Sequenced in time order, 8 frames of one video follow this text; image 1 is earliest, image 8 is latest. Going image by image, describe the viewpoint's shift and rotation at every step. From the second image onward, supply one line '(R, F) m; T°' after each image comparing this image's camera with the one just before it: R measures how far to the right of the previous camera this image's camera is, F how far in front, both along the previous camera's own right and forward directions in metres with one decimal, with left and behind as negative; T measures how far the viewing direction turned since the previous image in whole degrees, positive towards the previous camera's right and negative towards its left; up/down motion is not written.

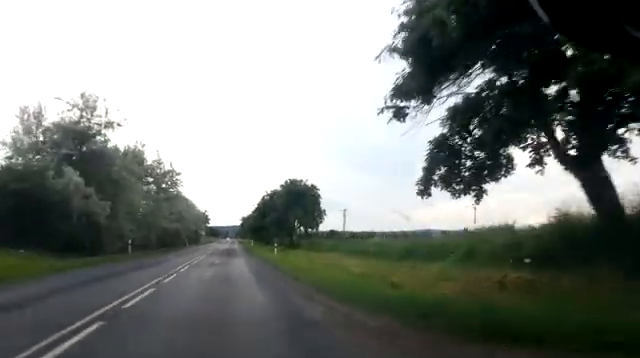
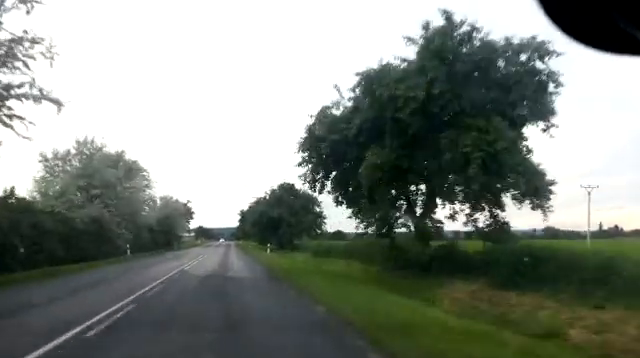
(0.0, +37.4) m; 0°
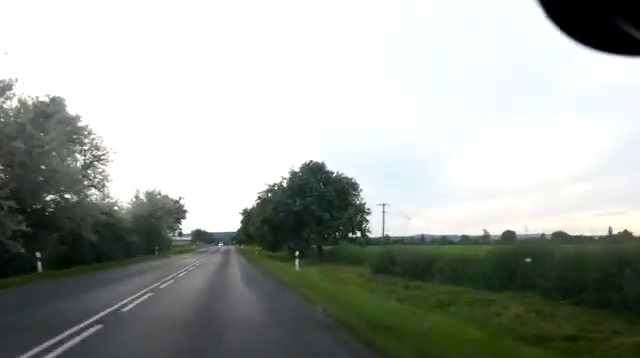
(0.0, +15.4) m; 0°
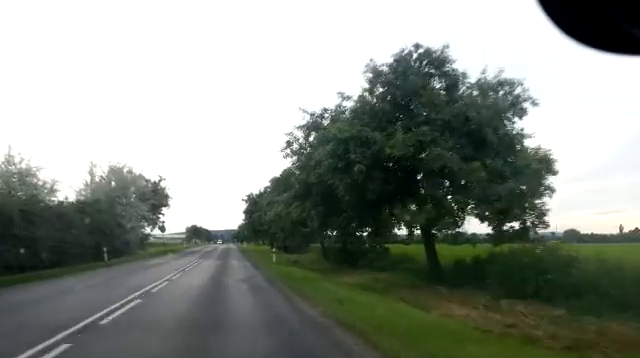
(0.0, +19.5) m; +1°
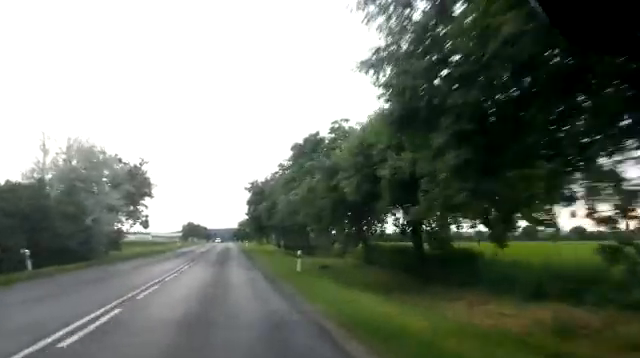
(-0.1, +10.8) m; +1°
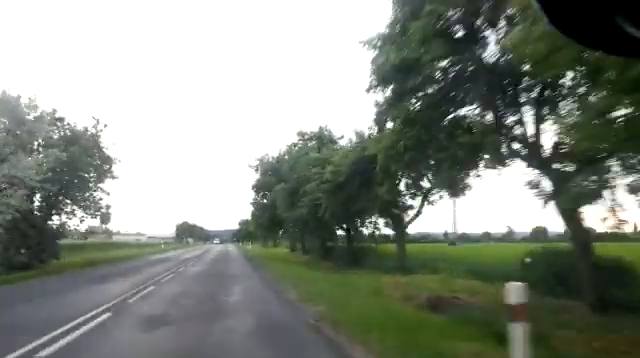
(+0.4, +14.0) m; +1°
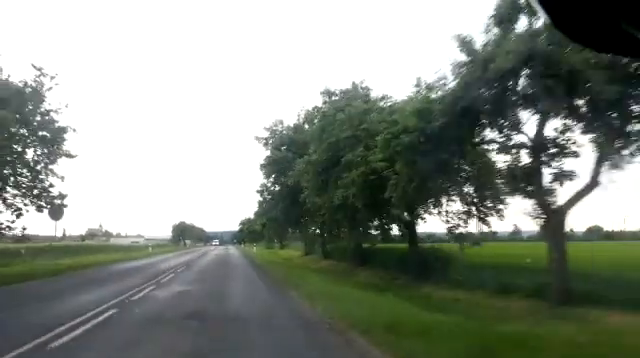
(+0.1, +8.7) m; 0°
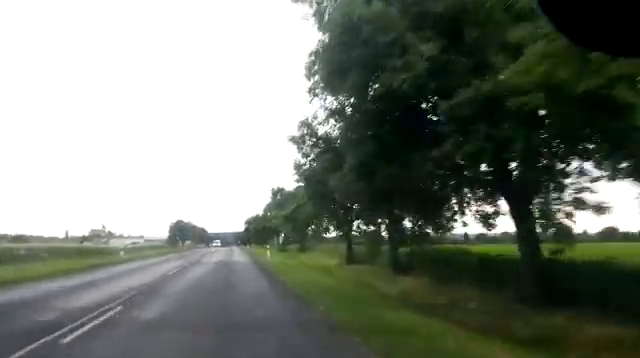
(-0.1, +13.2) m; -2°
